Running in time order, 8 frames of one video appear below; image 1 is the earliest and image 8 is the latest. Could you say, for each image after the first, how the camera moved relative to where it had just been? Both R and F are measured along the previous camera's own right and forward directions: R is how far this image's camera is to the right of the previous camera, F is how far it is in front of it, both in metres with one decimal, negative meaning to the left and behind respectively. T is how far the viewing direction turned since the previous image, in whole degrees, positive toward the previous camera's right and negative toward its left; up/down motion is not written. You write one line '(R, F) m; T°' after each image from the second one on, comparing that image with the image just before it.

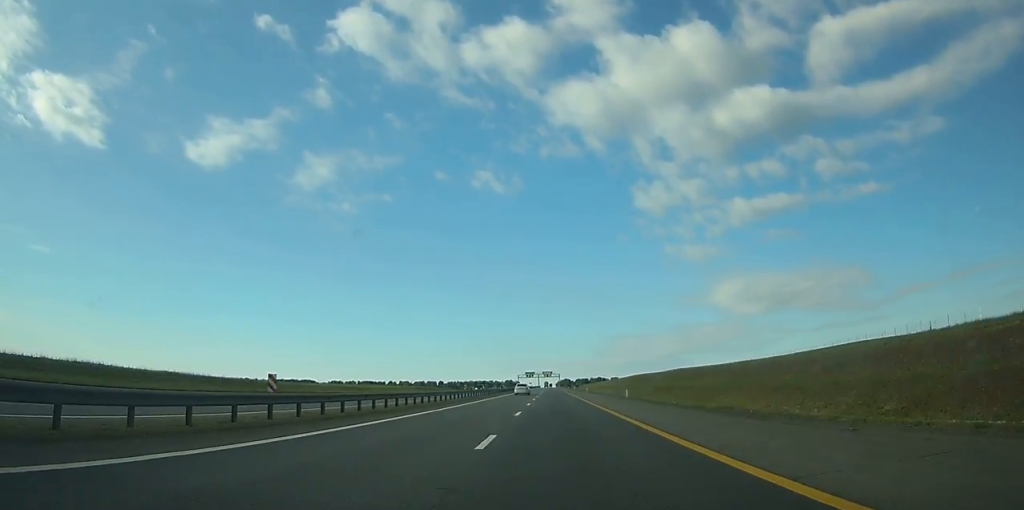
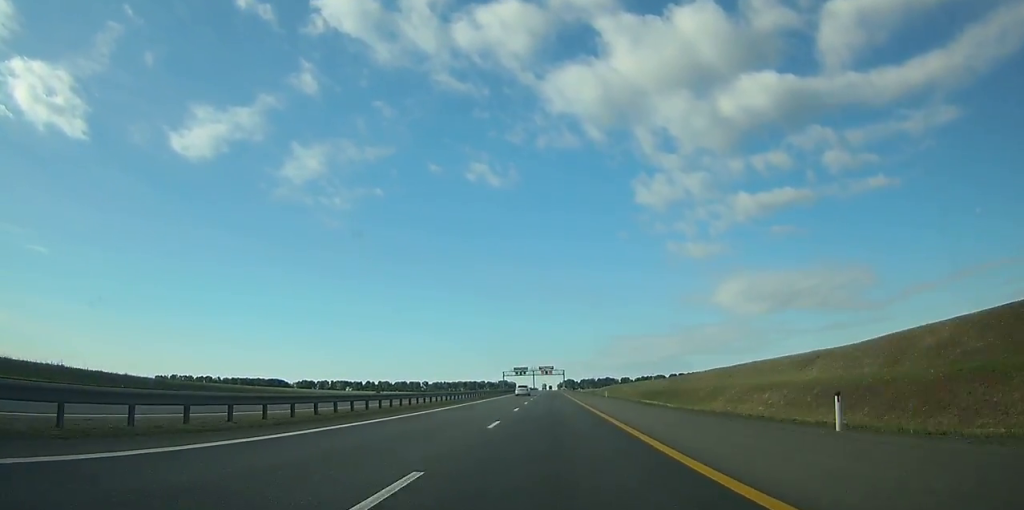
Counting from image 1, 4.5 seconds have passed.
(-0.1, +129.2) m; 0°
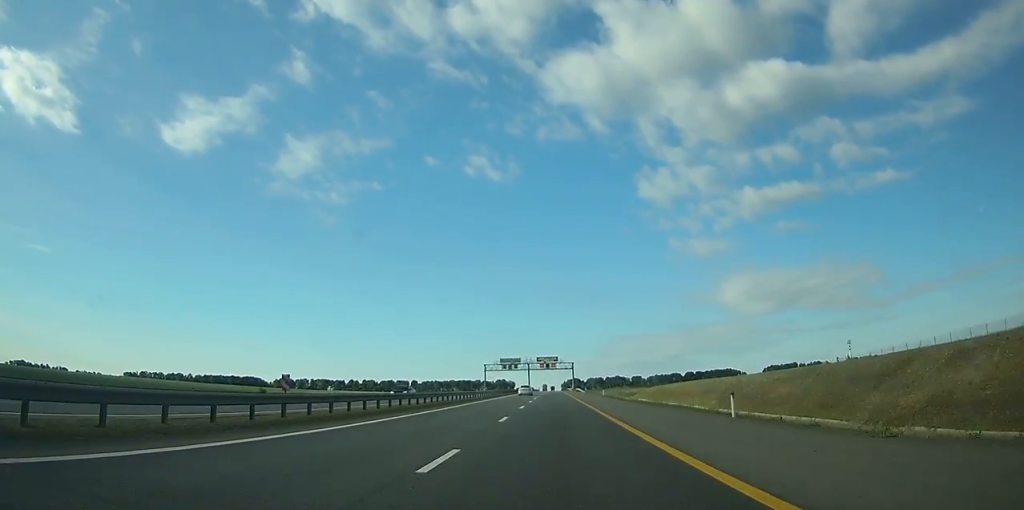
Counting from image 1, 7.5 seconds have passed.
(-0.1, +90.5) m; 0°
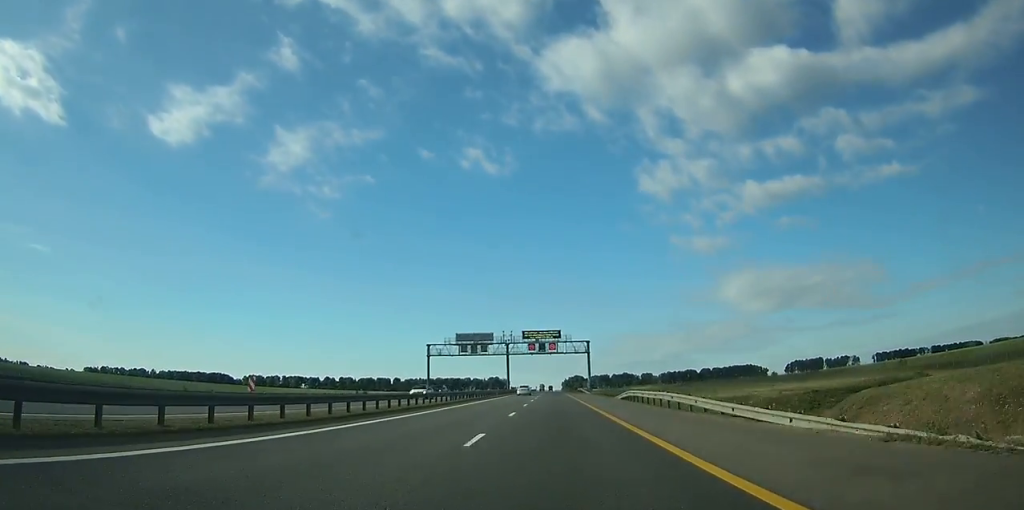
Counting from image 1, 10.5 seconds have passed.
(-0.2, +94.1) m; 0°
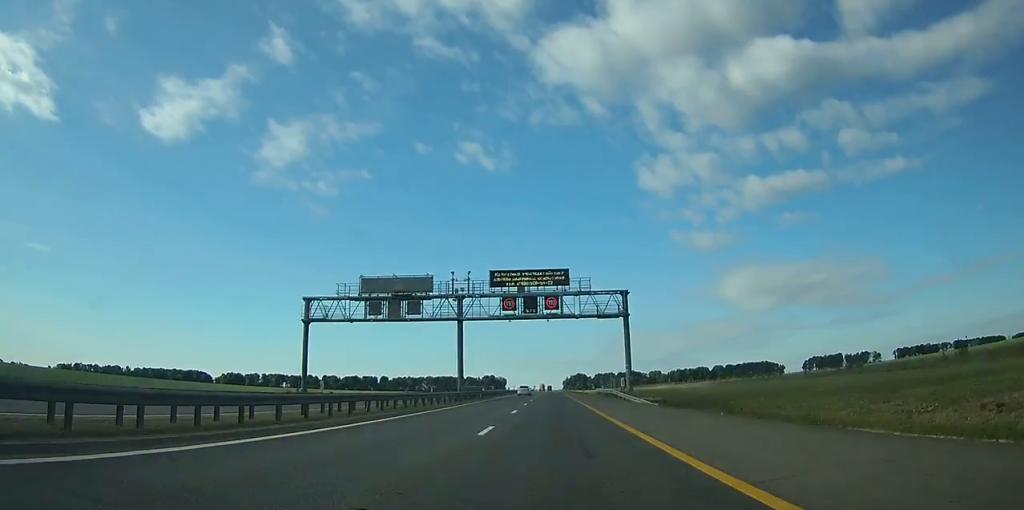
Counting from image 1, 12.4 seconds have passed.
(-0.1, +59.3) m; 0°
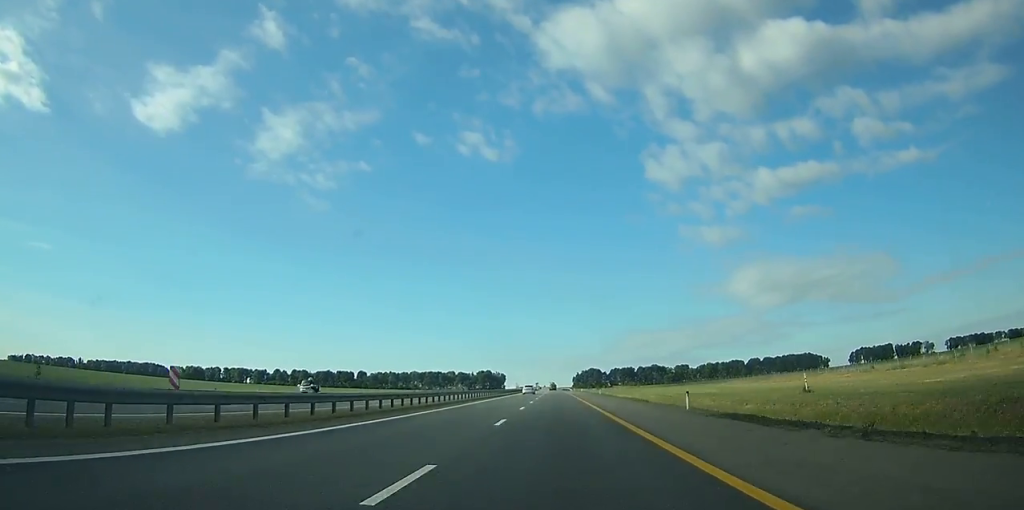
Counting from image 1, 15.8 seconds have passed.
(-0.3, +110.7) m; 0°
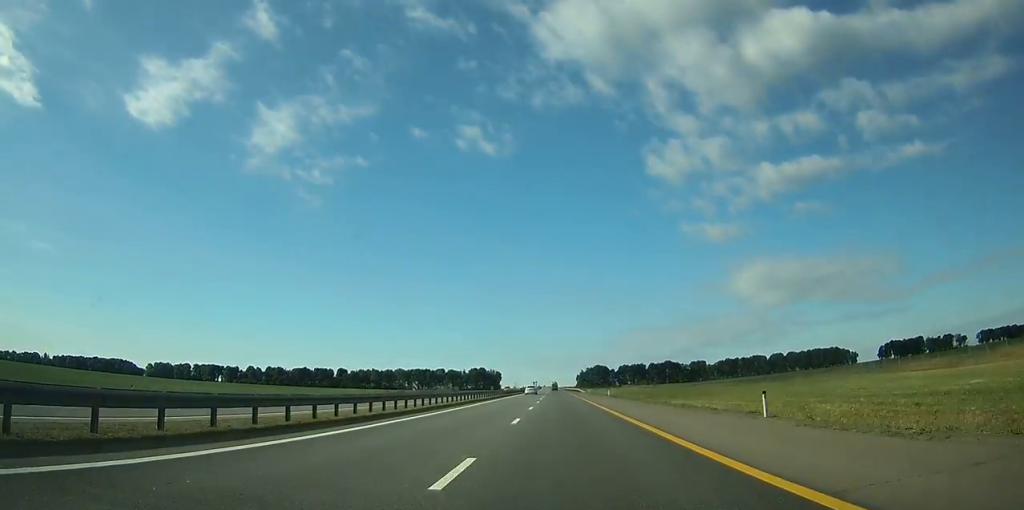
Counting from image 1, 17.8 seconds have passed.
(-0.2, +64.5) m; 0°
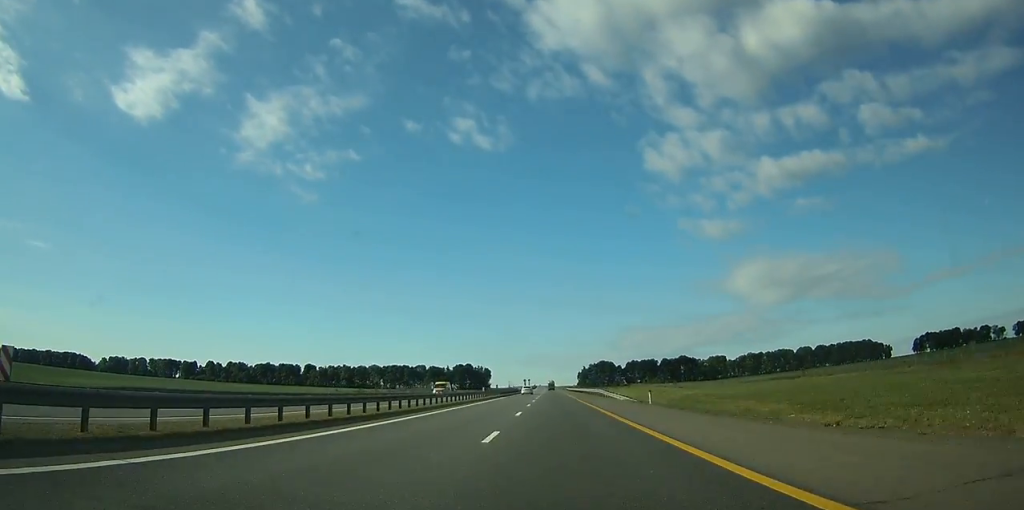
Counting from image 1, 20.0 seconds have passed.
(-0.2, +69.0) m; 0°
